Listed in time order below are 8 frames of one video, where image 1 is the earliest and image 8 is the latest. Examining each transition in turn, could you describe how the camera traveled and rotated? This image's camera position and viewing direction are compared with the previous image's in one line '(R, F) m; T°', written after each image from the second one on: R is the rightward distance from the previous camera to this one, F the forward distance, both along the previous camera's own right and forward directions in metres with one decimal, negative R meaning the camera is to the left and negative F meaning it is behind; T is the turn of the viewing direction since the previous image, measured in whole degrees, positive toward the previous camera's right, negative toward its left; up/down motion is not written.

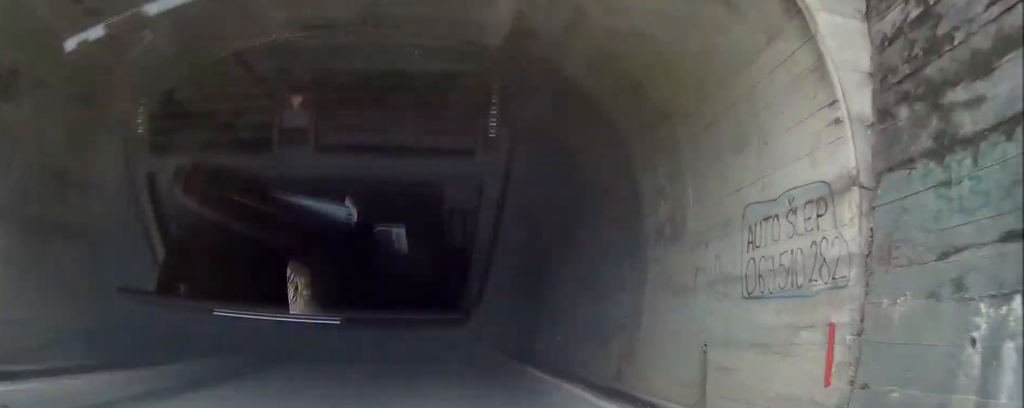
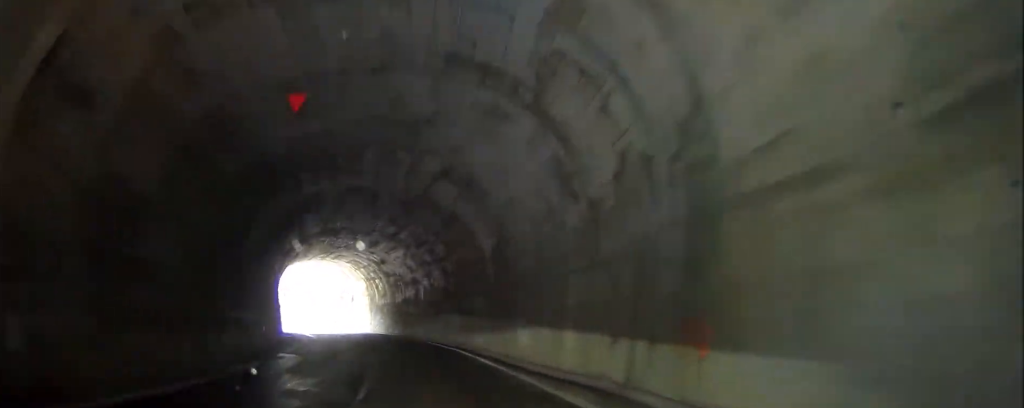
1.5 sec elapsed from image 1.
(-0.5, +21.0) m; -2°
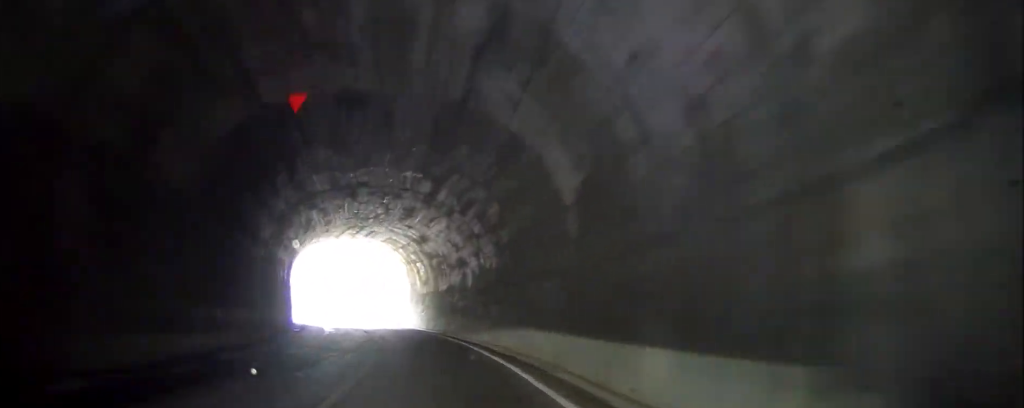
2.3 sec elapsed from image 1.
(-0.1, +9.9) m; 0°
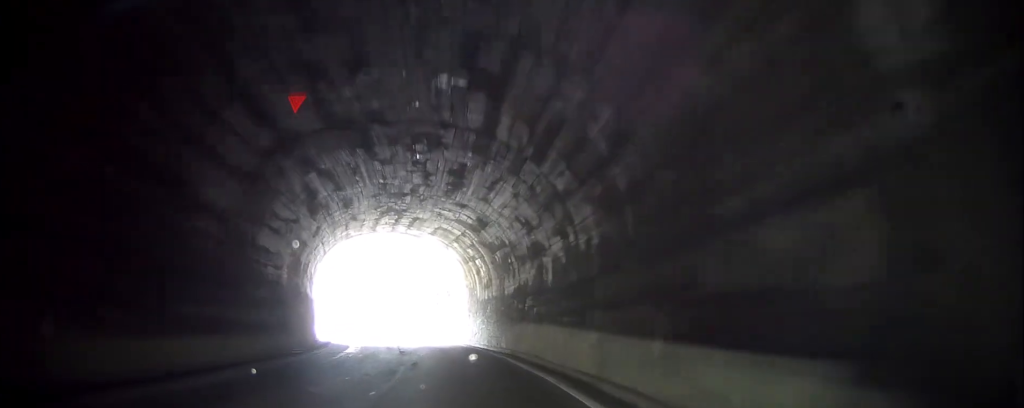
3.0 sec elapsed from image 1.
(0.0, +10.4) m; 0°
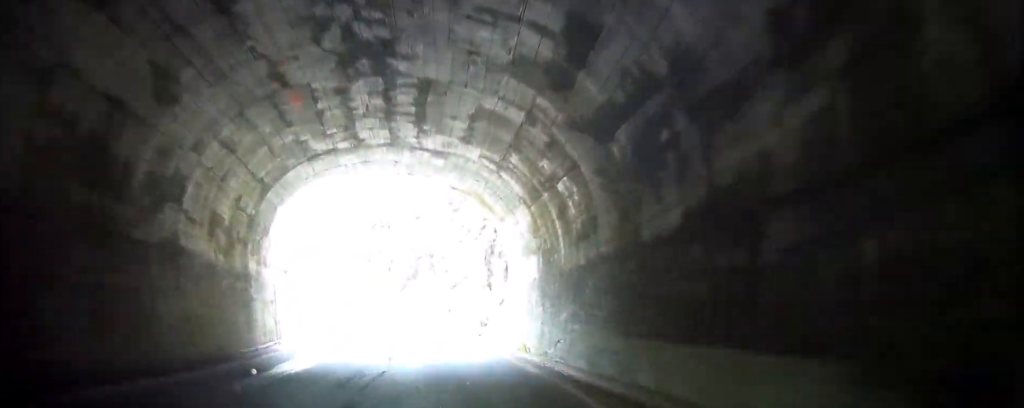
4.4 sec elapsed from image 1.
(0.0, +18.0) m; -6°
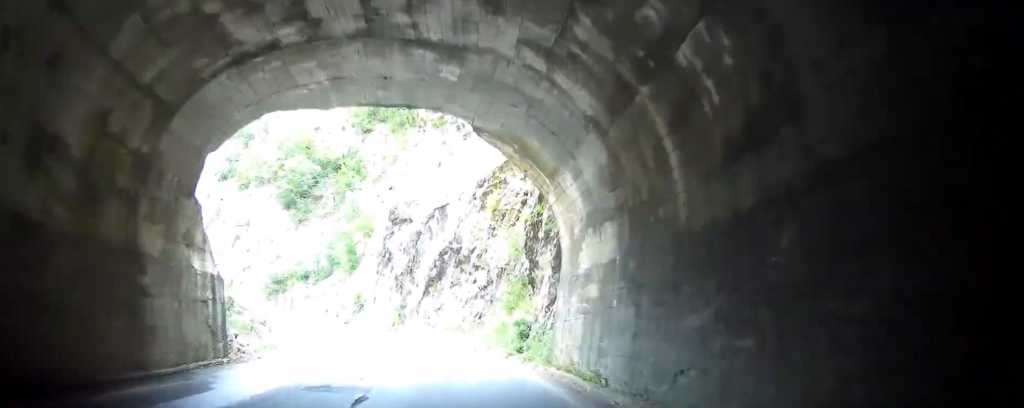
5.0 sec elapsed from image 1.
(-0.8, +8.9) m; -8°
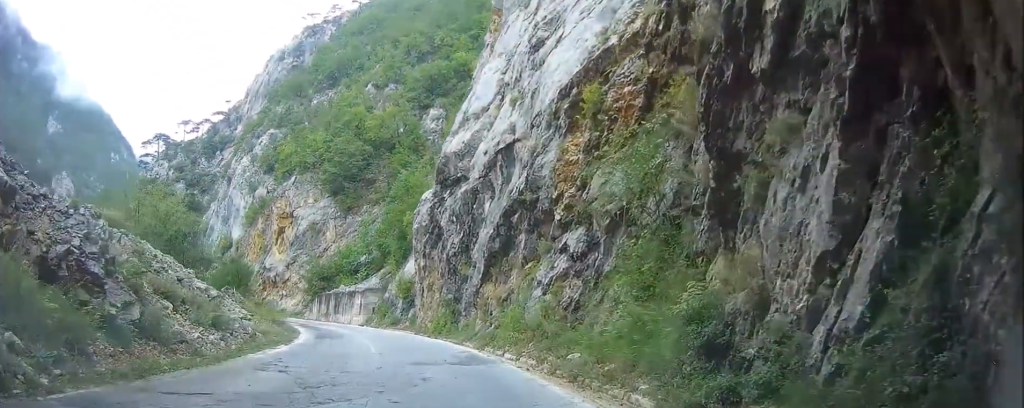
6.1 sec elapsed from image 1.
(-2.1, +15.3) m; -18°
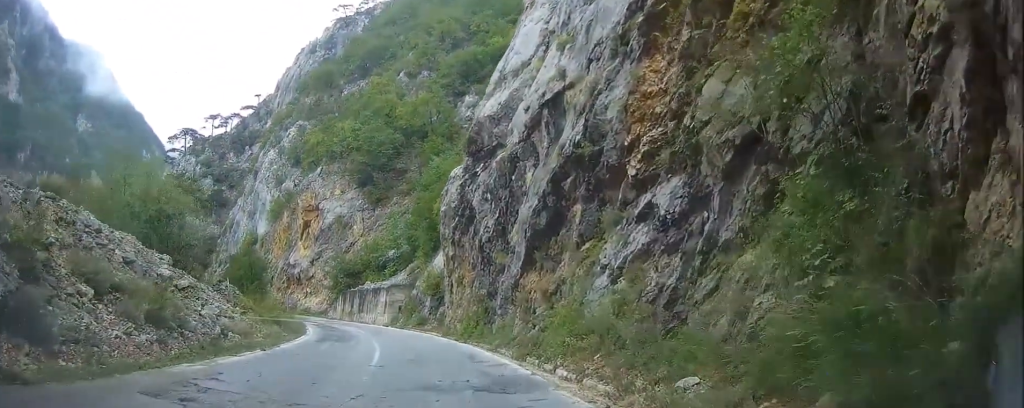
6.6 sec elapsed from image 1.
(-0.3, +6.9) m; -9°
